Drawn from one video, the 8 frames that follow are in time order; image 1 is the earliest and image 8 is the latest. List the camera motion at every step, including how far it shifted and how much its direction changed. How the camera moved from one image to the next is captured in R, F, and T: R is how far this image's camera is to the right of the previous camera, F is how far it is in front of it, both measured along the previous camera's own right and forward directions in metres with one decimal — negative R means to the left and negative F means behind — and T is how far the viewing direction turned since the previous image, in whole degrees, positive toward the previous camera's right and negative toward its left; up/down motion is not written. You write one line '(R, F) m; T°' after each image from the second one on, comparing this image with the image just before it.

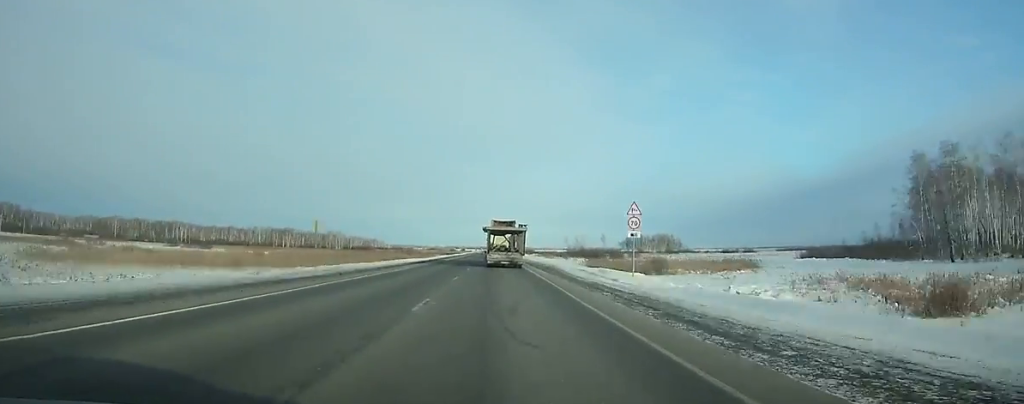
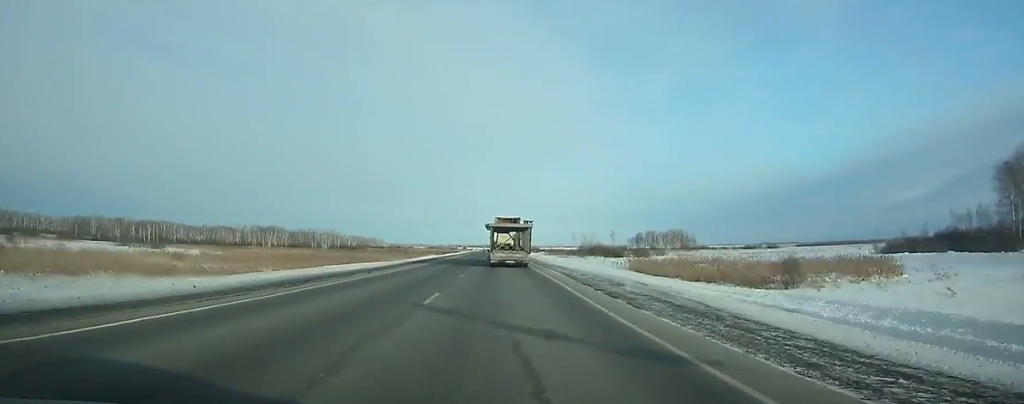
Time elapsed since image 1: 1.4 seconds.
(0.0, +35.2) m; 0°
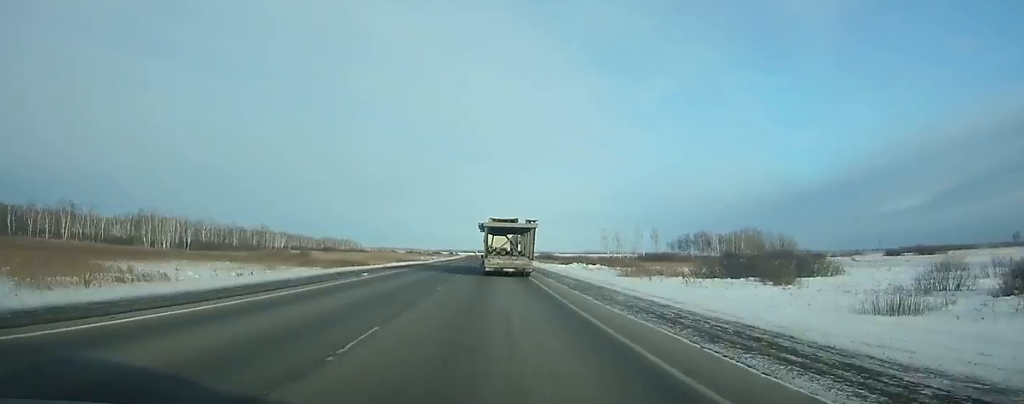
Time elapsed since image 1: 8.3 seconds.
(-0.4, +162.0) m; 0°
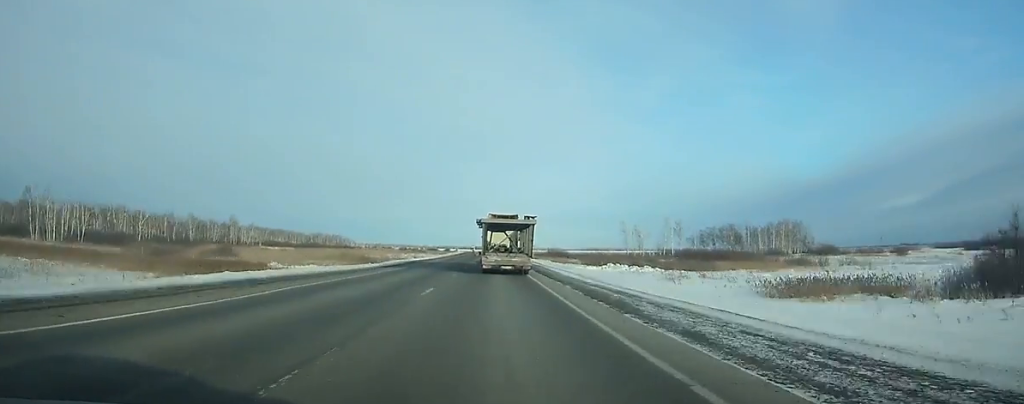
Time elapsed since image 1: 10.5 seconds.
(+0.1, +50.1) m; 0°
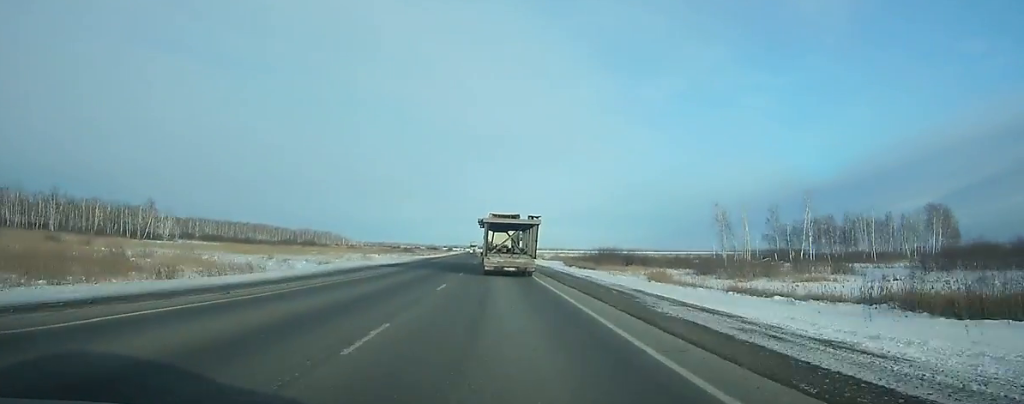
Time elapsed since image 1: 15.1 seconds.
(-0.5, +104.5) m; 0°
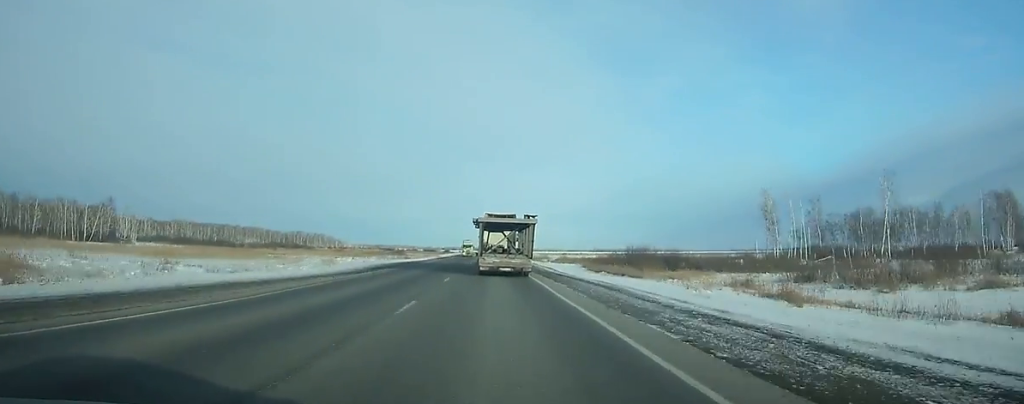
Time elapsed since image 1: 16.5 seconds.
(0.0, +31.9) m; 0°
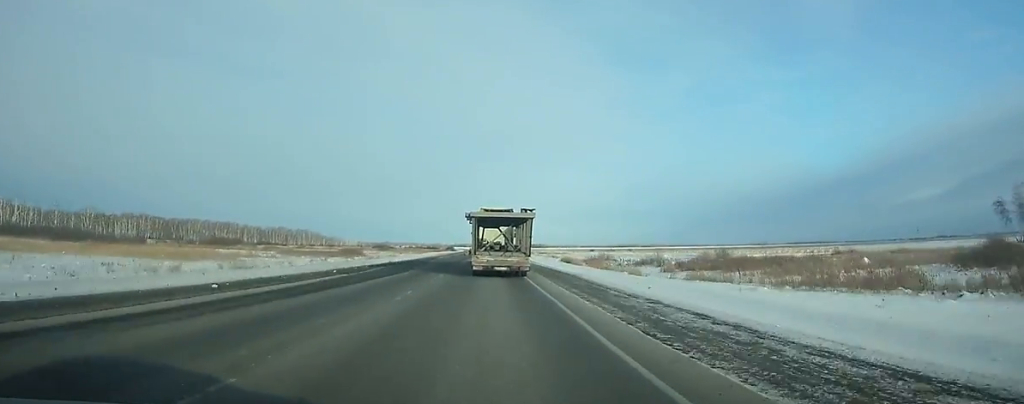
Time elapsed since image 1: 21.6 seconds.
(-1.4, +116.2) m; -1°
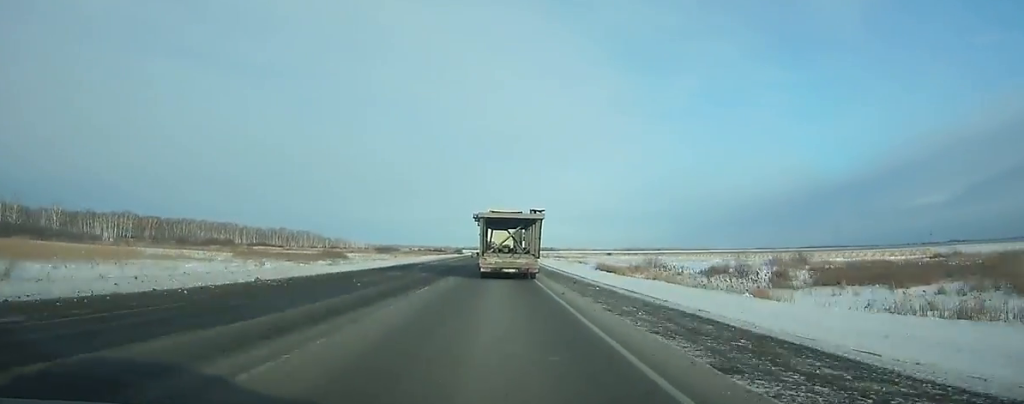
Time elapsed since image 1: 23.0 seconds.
(-0.1, +31.8) m; 0°
